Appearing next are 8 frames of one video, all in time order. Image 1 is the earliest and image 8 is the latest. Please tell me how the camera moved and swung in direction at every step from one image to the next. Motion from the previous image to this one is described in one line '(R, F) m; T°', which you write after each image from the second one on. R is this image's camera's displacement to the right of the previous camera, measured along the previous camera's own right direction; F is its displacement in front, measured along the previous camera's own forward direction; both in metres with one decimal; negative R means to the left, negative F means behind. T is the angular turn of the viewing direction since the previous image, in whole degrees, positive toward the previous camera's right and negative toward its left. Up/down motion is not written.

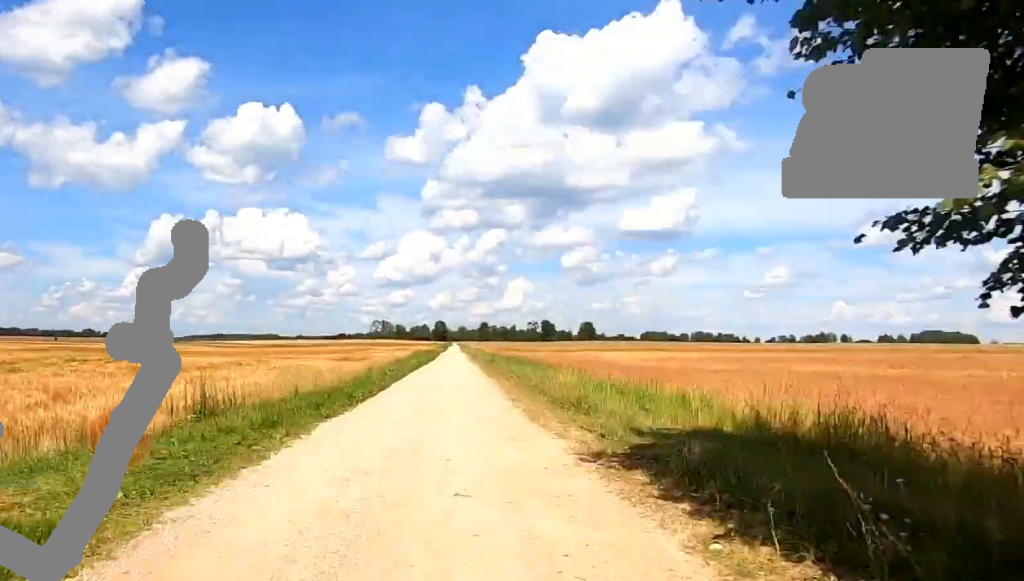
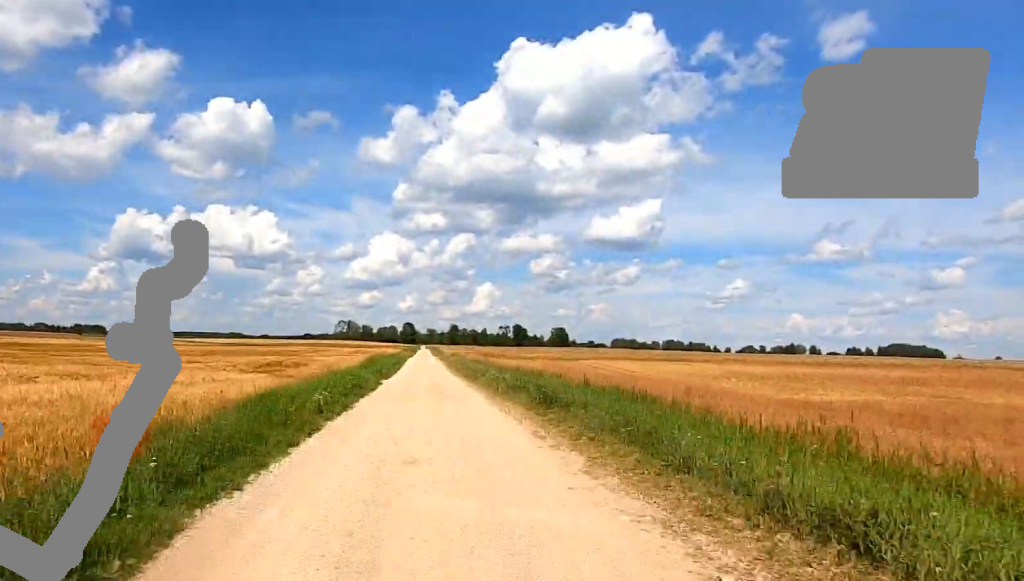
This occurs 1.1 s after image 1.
(+0.5, +25.8) m; -1°
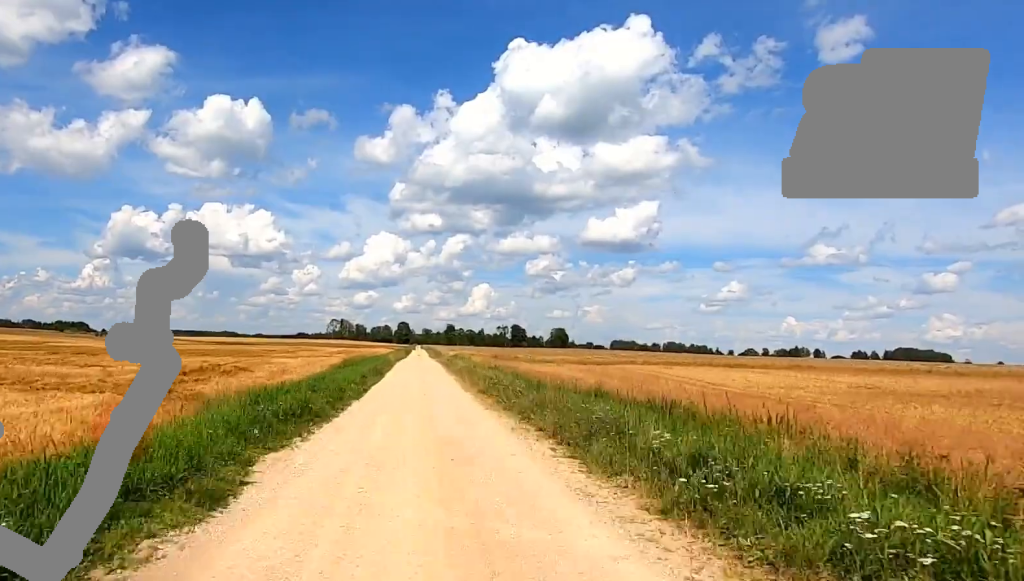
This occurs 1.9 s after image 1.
(-0.5, +19.7) m; -1°
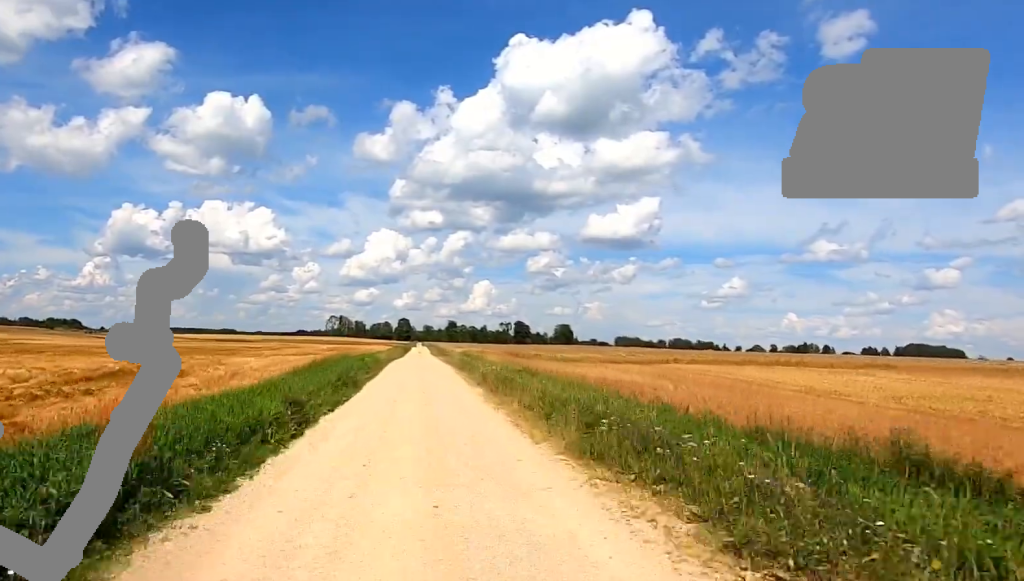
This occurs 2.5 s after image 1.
(-0.5, +13.4) m; +1°
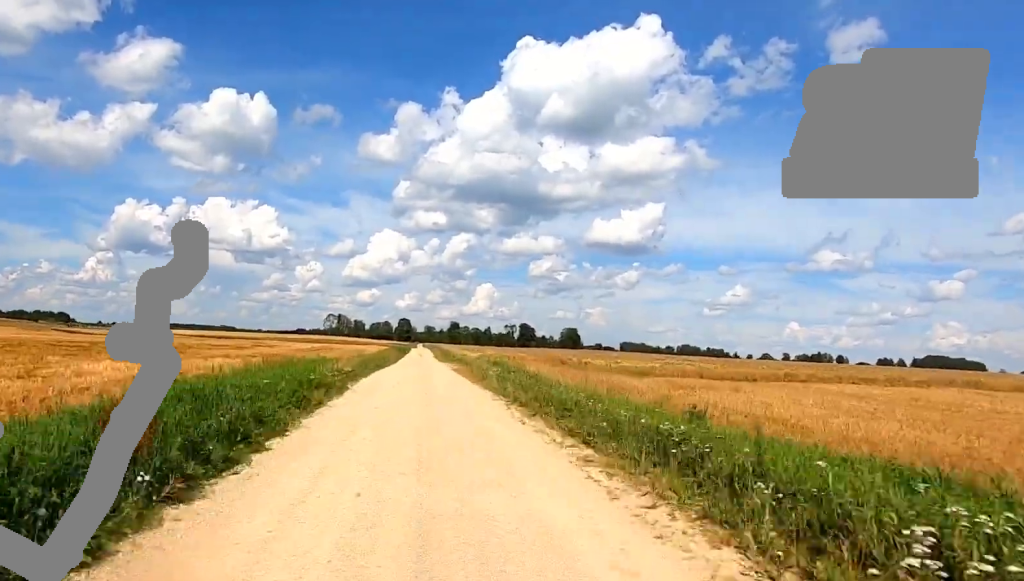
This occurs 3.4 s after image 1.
(+1.0, +20.3) m; +2°
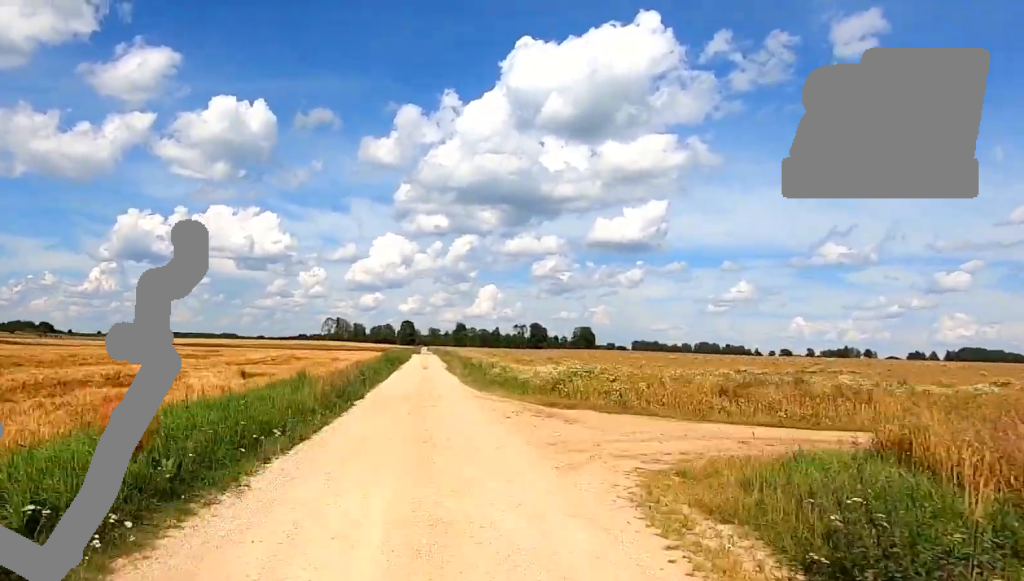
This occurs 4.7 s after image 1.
(-0.2, +30.6) m; +1°
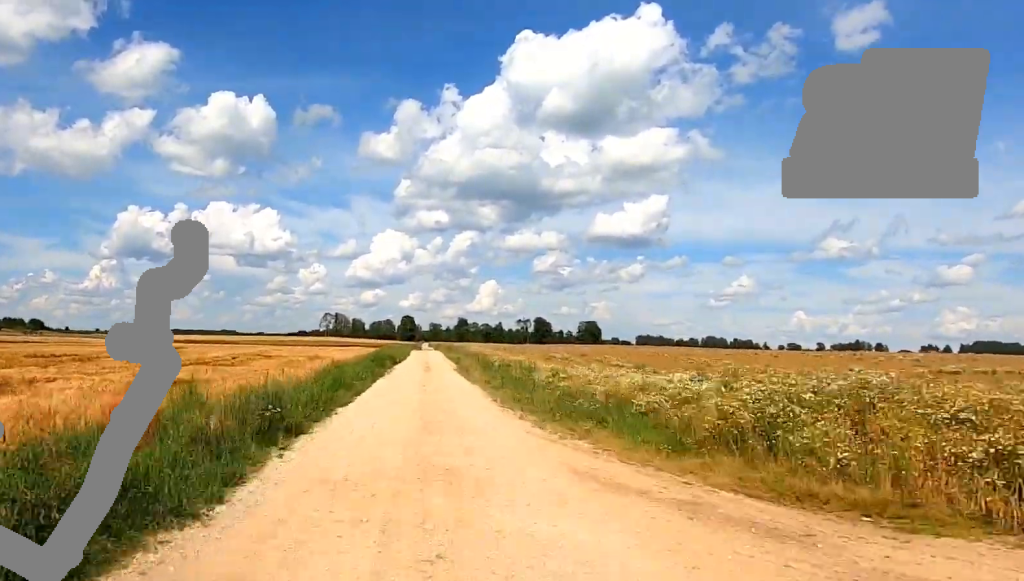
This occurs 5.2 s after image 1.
(+0.4, +13.3) m; 0°
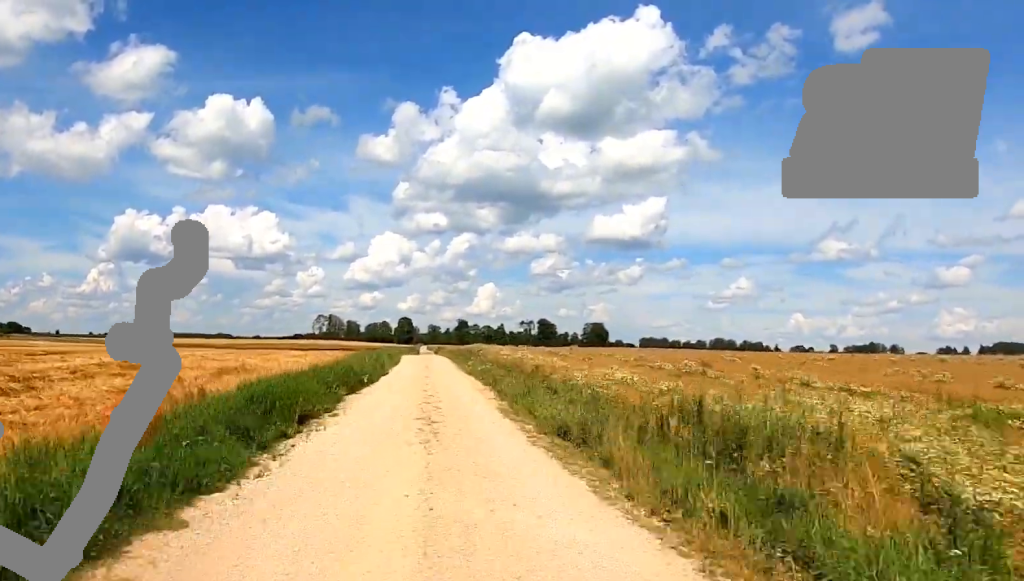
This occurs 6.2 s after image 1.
(-0.1, +22.7) m; -1°
